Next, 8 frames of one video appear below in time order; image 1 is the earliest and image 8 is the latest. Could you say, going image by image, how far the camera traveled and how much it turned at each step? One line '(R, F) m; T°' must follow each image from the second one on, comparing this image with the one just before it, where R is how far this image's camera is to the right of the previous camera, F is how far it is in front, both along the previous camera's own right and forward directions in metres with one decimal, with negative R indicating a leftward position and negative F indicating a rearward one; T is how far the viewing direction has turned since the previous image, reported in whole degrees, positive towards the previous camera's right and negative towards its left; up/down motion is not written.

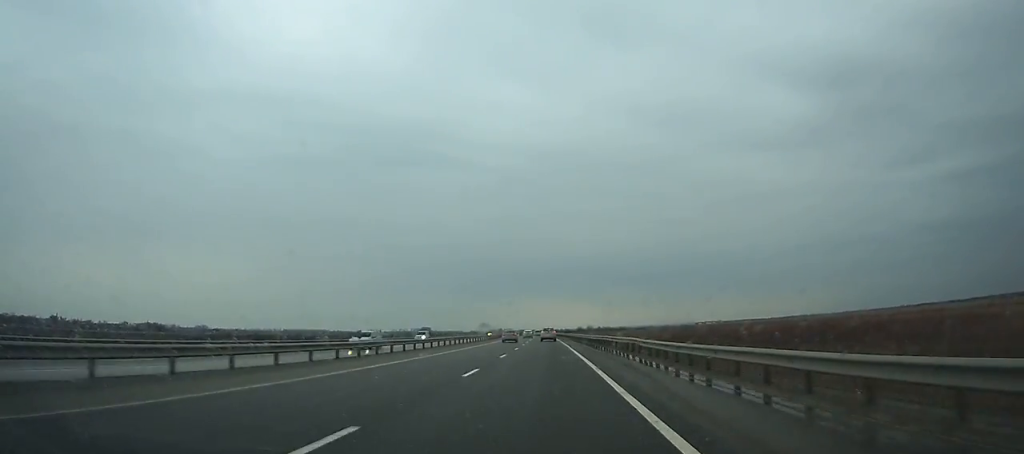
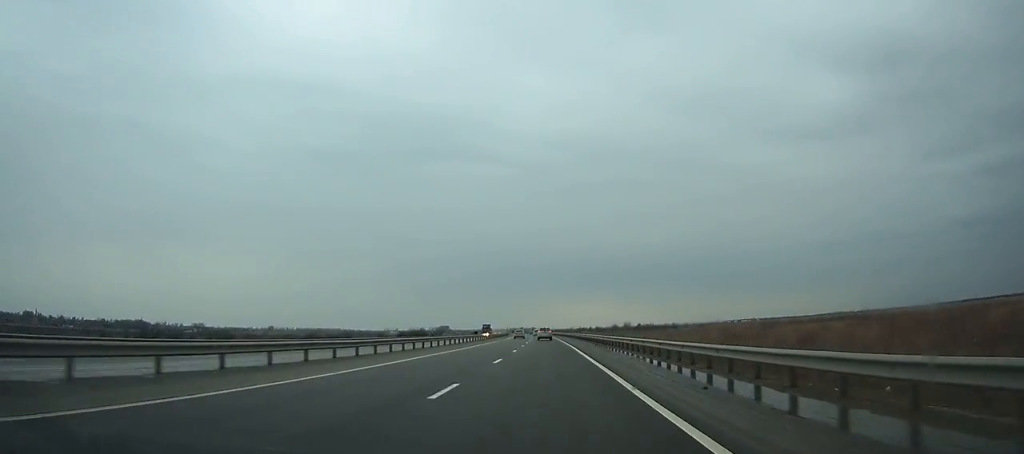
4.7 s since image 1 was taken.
(-3.1, +126.3) m; -2°
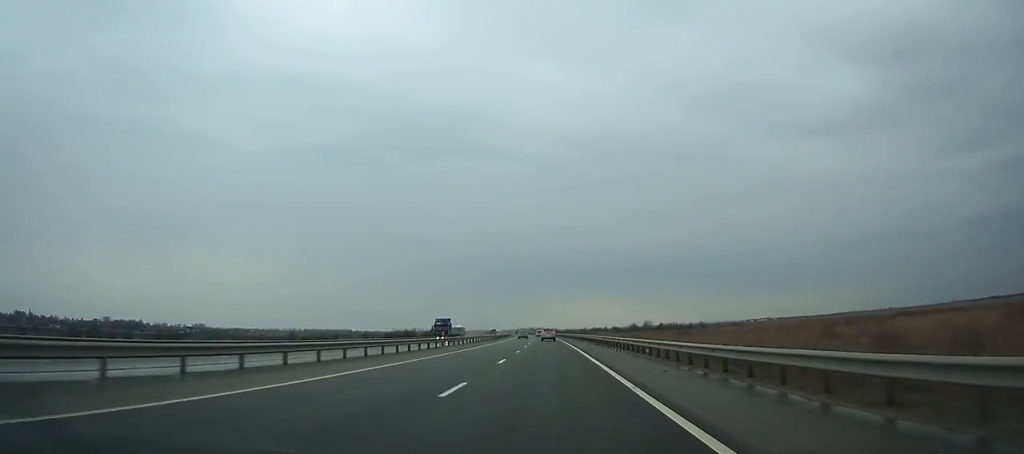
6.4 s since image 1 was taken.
(-0.2, +45.7) m; -1°
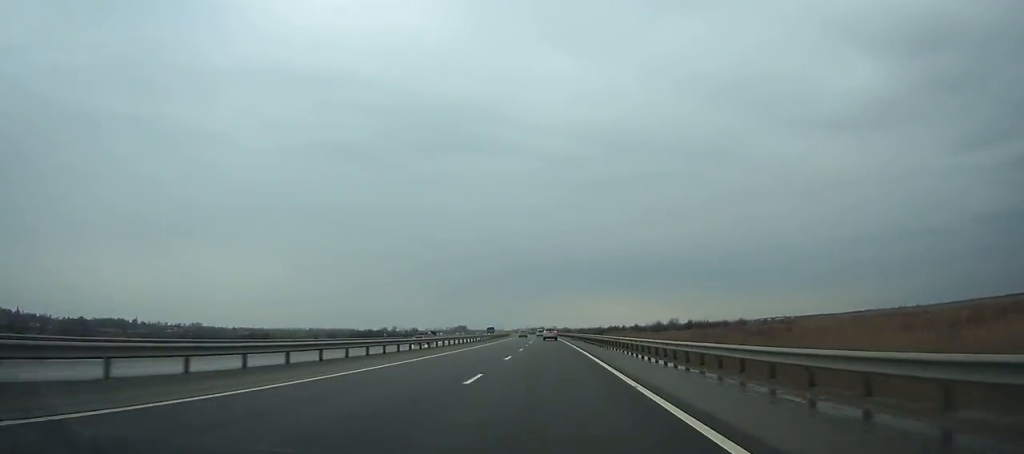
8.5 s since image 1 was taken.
(-0.7, +56.3) m; -1°
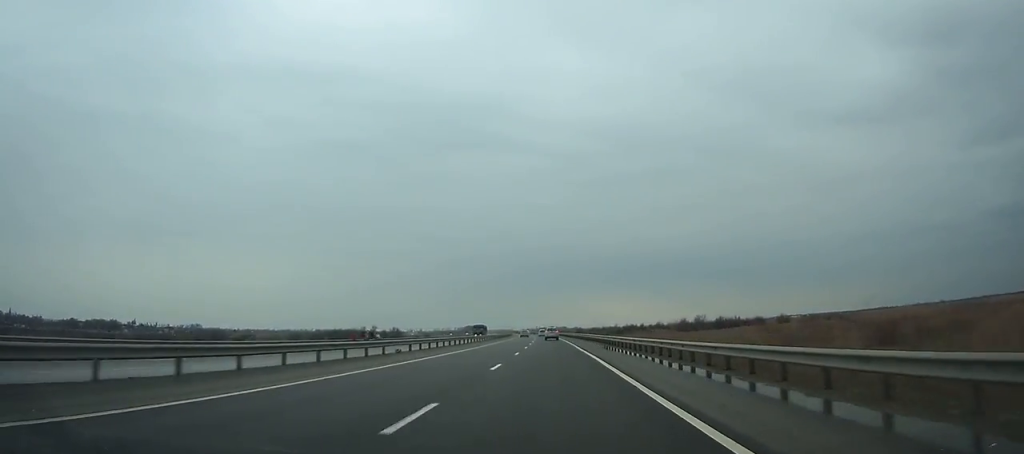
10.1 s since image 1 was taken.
(-0.4, +42.8) m; -1°
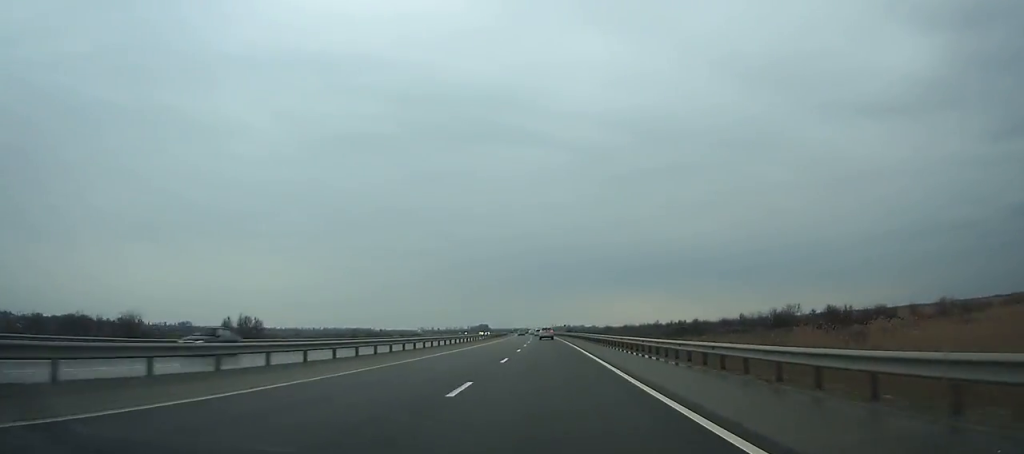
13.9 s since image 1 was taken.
(-1.7, +101.3) m; -2°
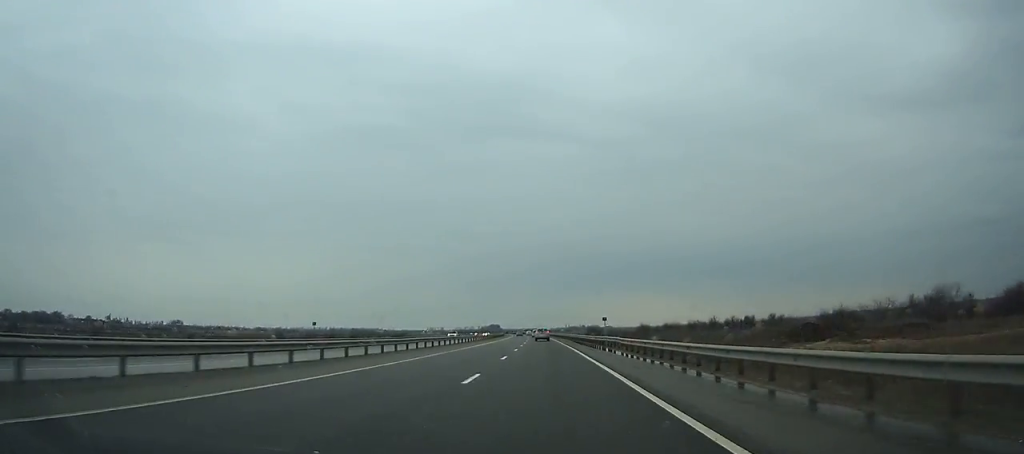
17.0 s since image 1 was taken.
(-1.2, +82.0) m; -2°
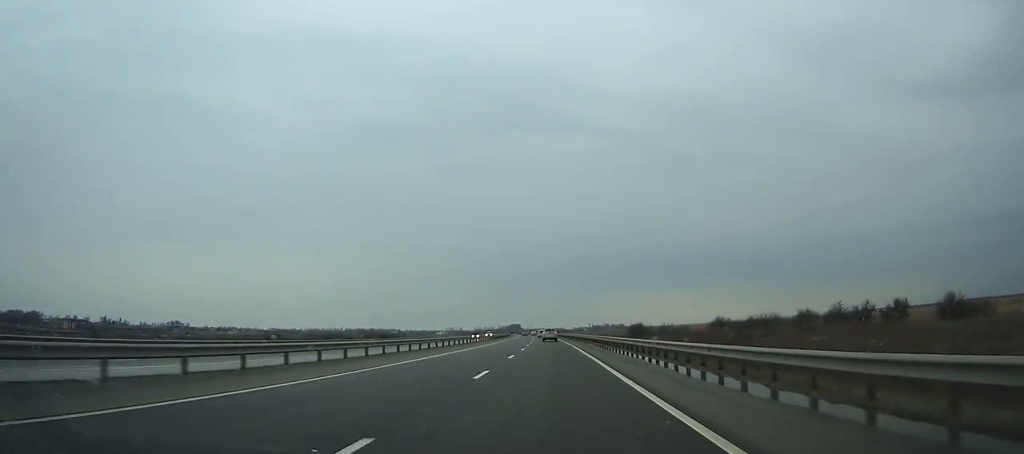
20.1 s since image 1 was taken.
(-1.2, +81.4) m; -2°
